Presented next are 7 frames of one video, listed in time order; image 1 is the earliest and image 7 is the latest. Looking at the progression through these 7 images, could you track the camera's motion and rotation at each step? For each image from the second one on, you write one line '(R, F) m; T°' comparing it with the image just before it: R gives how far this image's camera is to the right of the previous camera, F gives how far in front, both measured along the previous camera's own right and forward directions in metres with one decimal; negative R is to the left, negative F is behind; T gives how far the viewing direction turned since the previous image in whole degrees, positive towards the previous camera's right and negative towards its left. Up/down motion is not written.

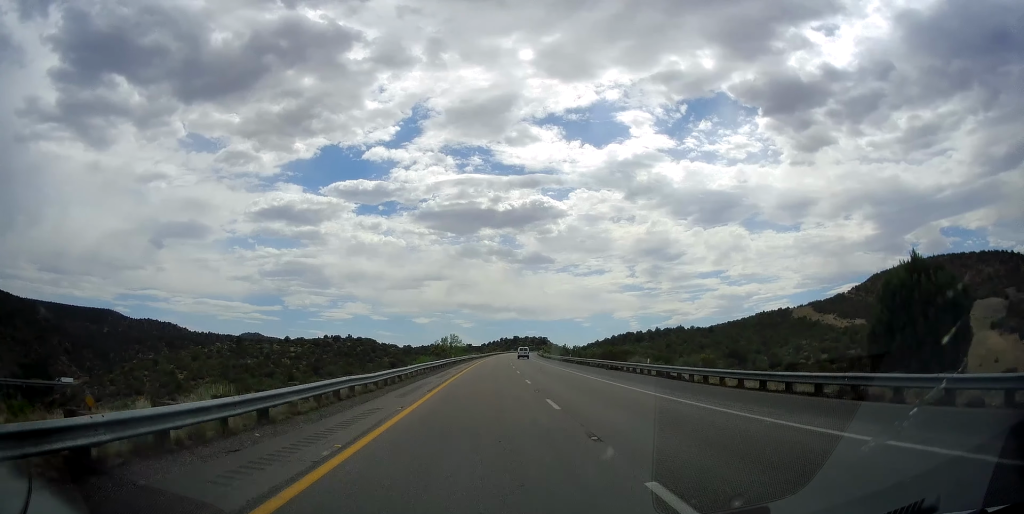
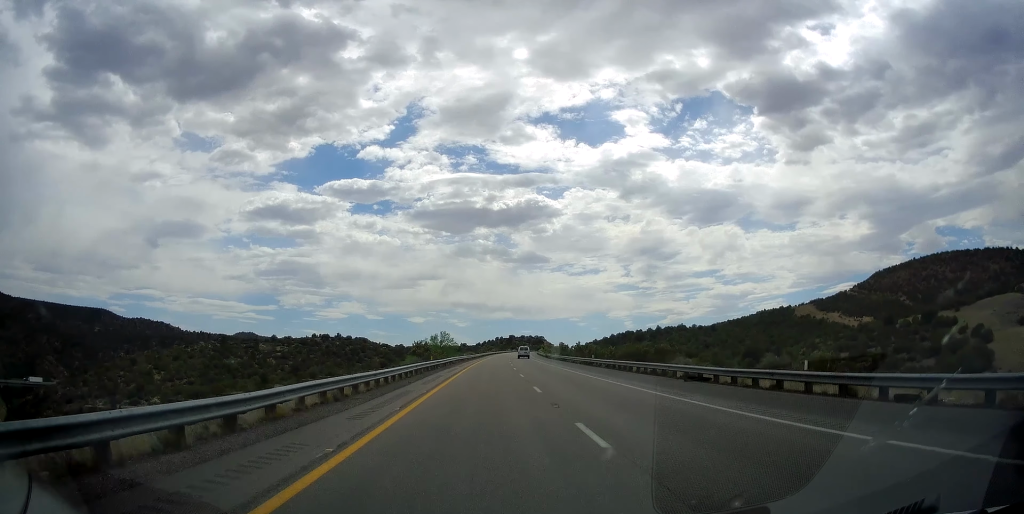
(+0.1, +18.6) m; +1°
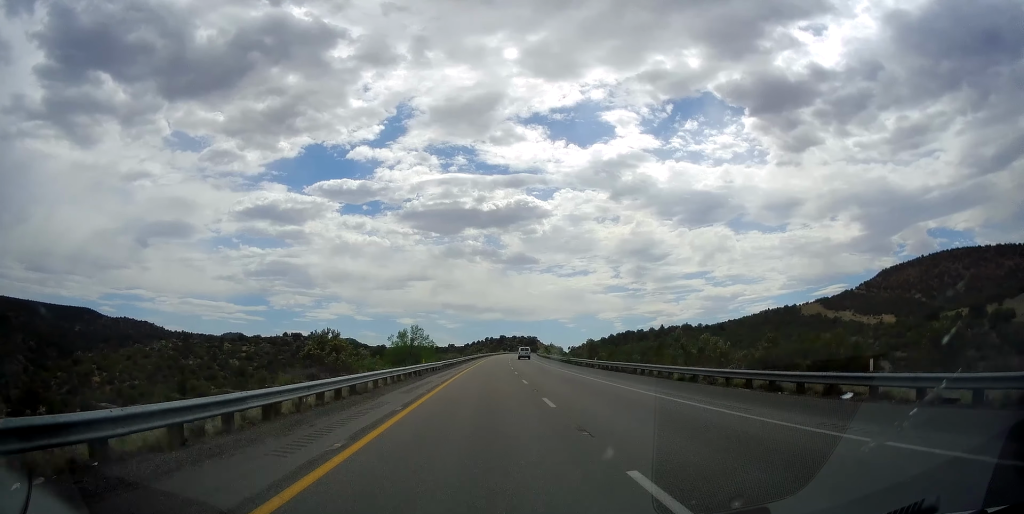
(+0.3, +41.7) m; +1°
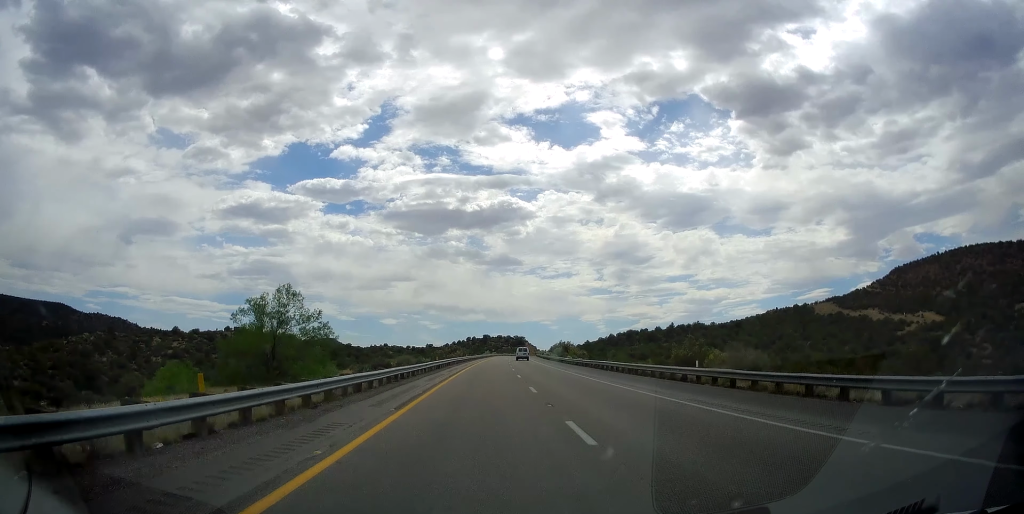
(+1.3, +66.9) m; +2°
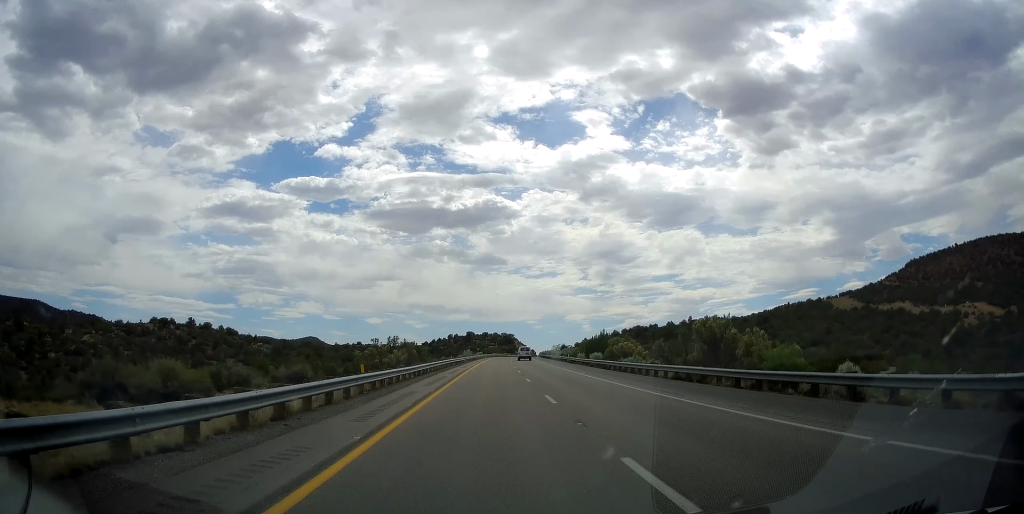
(+0.3, +65.0) m; +1°
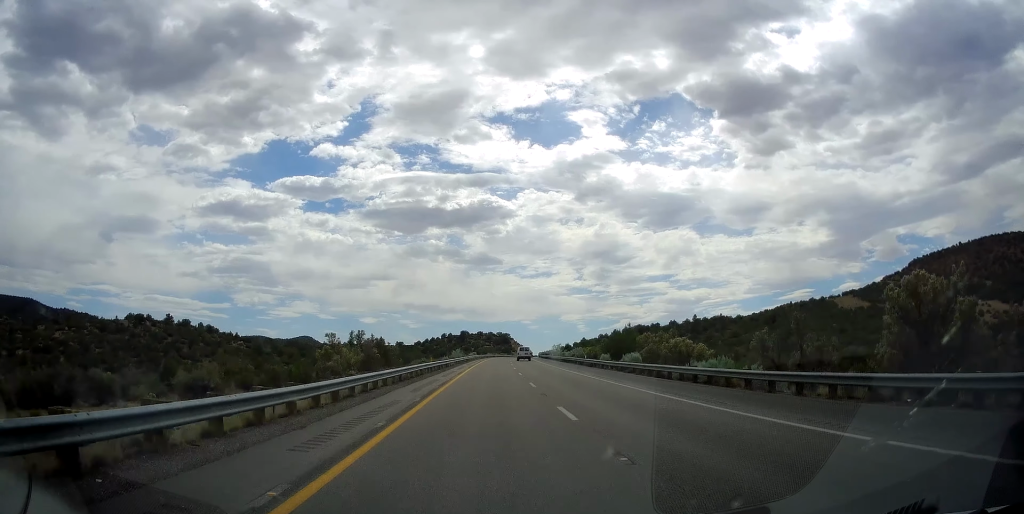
(+0.2, +16.3) m; 0°
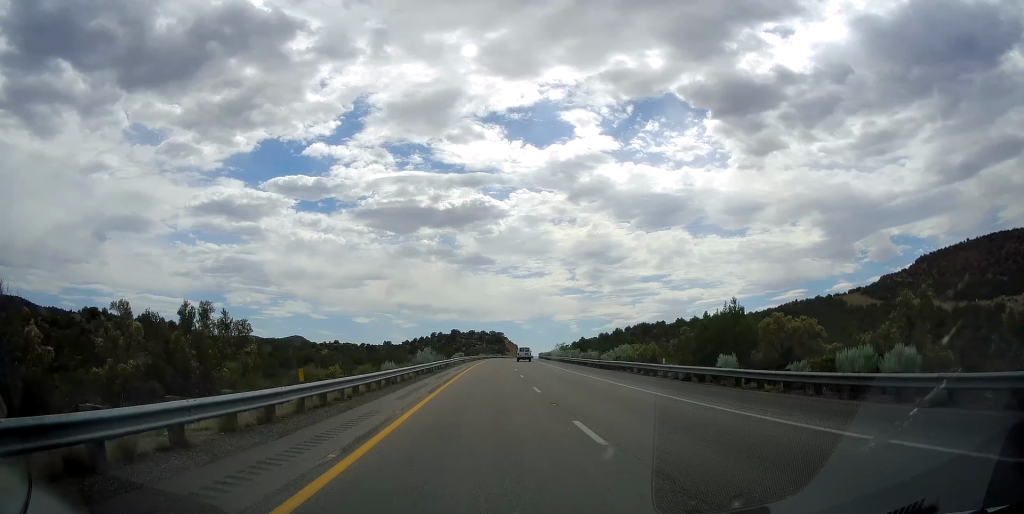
(+0.2, +27.9) m; +1°
